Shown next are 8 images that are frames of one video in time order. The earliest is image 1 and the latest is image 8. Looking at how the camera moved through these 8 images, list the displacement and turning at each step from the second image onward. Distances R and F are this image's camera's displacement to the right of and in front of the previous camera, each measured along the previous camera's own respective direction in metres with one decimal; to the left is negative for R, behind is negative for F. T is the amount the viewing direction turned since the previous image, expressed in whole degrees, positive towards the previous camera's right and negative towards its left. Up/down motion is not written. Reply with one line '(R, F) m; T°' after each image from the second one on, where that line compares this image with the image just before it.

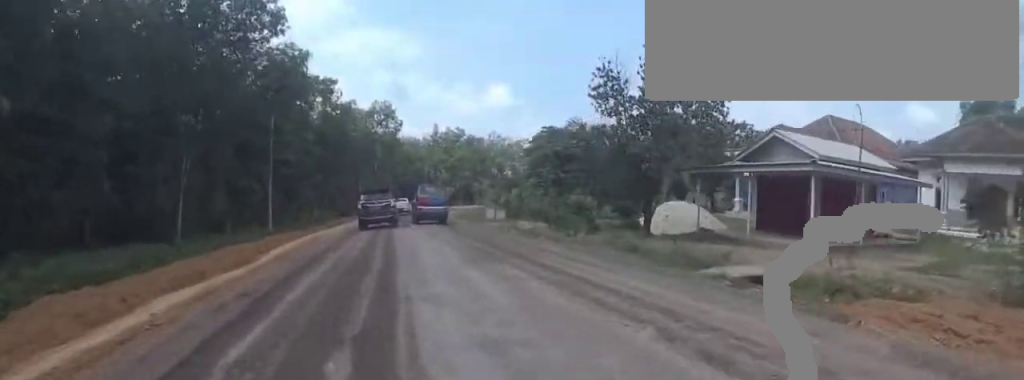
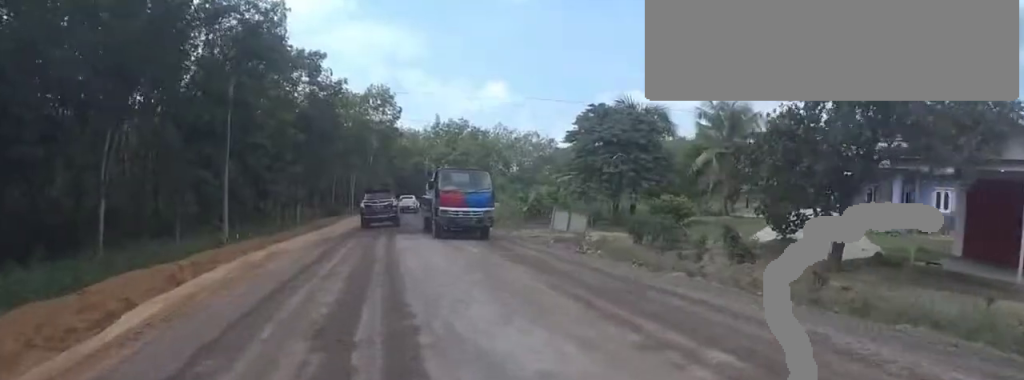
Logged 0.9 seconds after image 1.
(0.0, +8.6) m; 0°
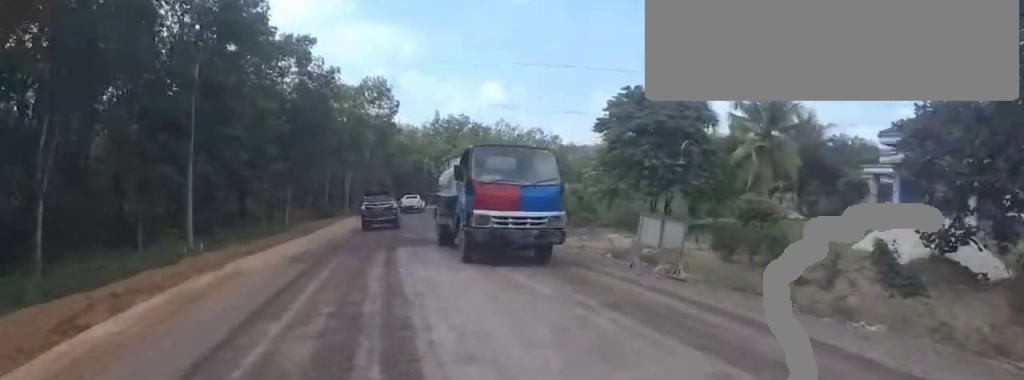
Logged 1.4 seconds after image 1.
(0.0, +4.3) m; 0°
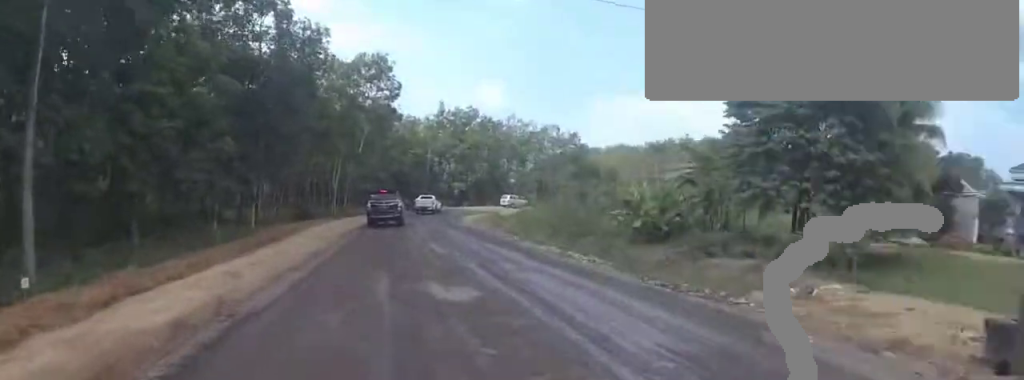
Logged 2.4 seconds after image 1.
(0.0, +9.6) m; -1°
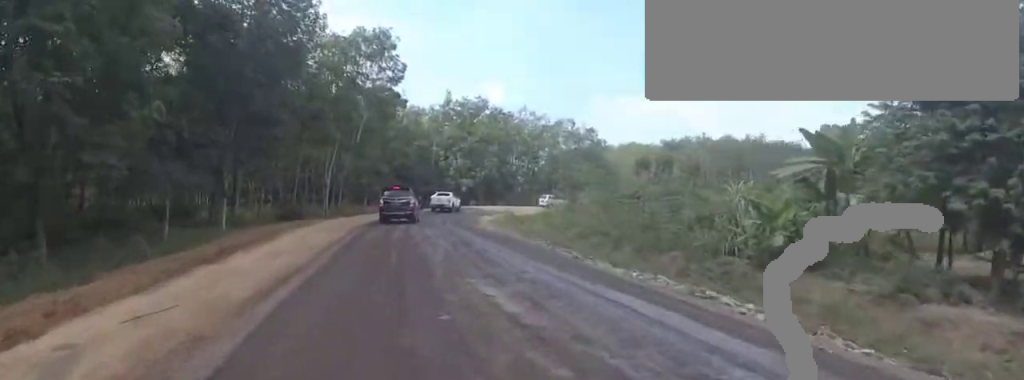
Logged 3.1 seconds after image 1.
(-0.1, +6.1) m; +1°
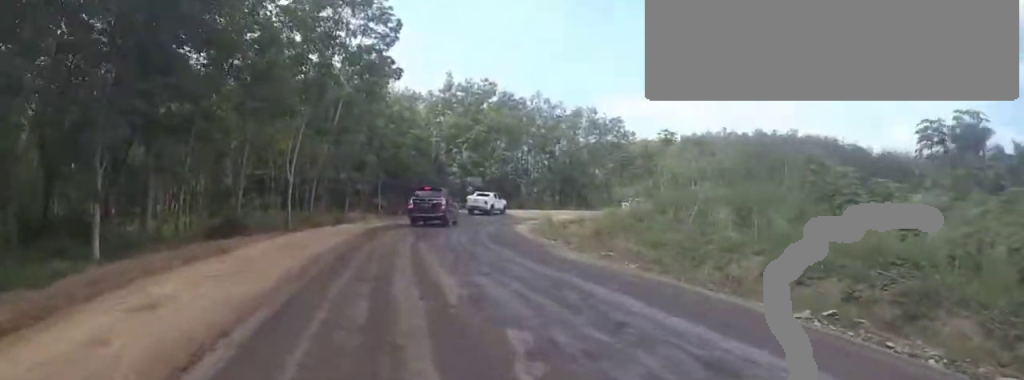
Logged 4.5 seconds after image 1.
(+0.4, +11.1) m; +3°
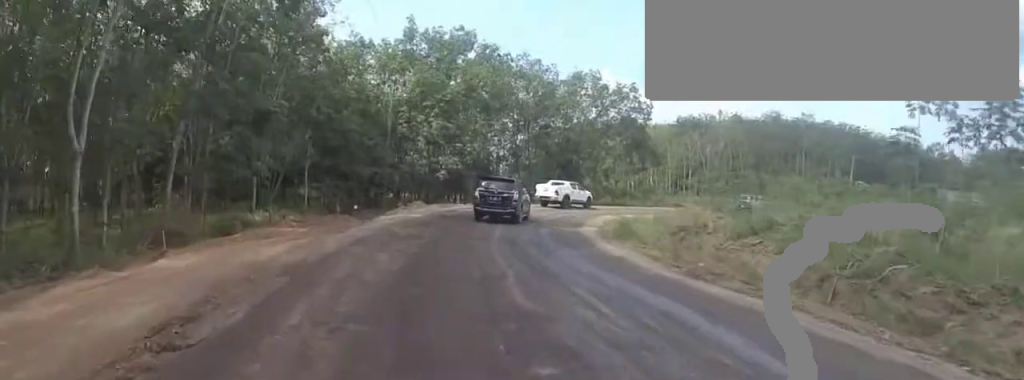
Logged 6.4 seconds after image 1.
(-0.3, +15.1) m; +9°
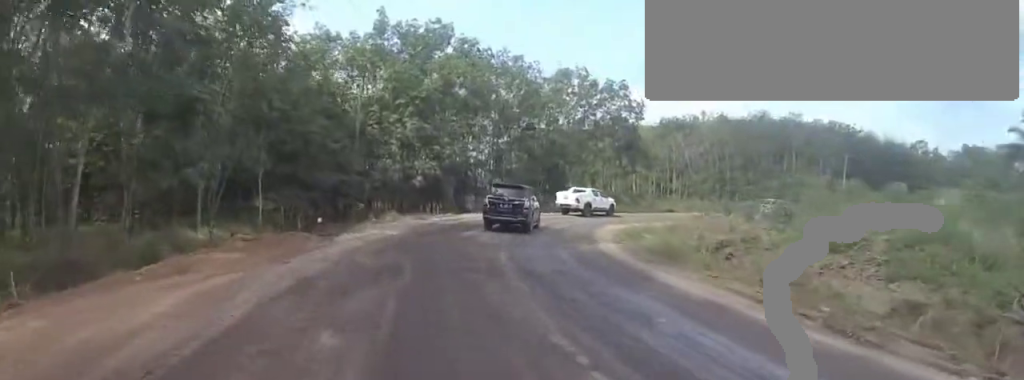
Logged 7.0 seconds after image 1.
(+0.4, +3.5) m; +9°
